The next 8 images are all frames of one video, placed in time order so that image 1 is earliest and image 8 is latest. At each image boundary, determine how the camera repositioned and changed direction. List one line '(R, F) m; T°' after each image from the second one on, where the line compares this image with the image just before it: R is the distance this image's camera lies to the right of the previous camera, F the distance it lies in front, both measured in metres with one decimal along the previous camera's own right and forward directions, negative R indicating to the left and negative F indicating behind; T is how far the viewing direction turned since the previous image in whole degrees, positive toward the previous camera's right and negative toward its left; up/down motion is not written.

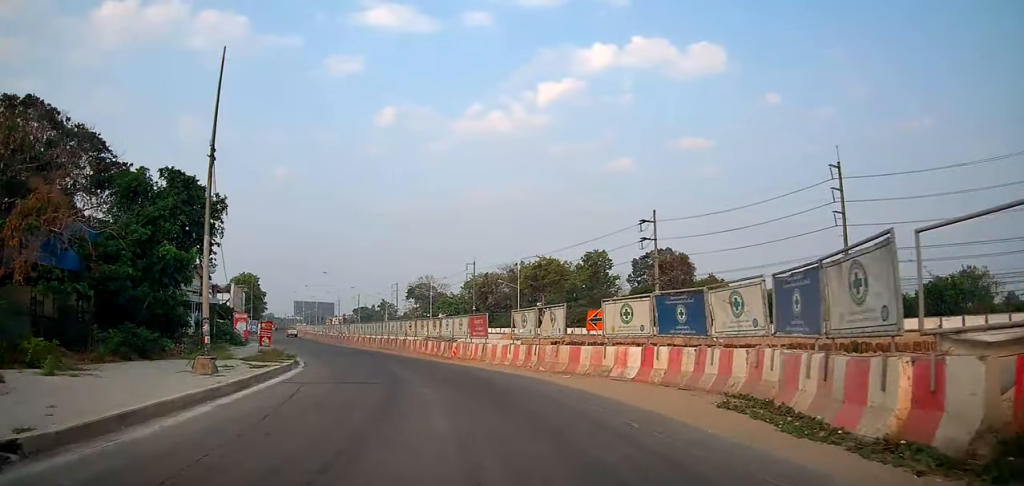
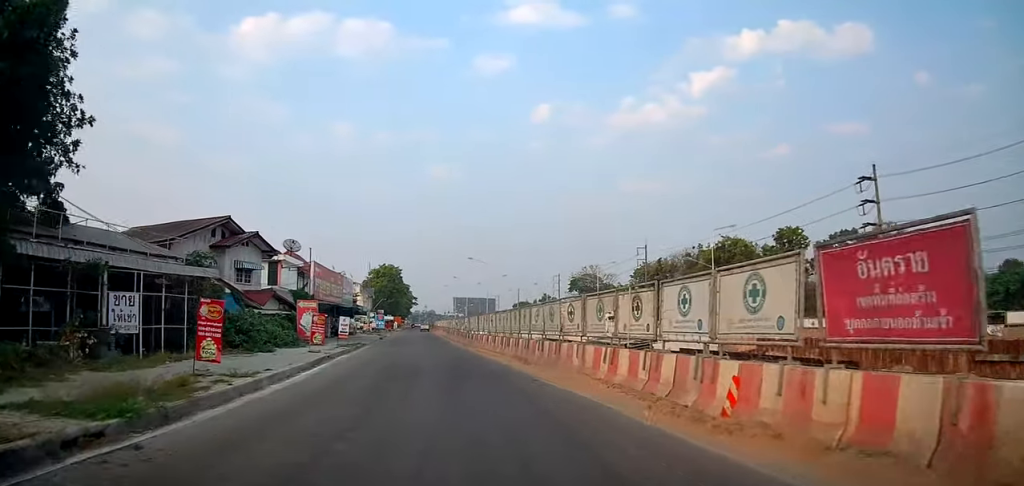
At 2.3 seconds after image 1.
(-2.4, +19.2) m; -14°
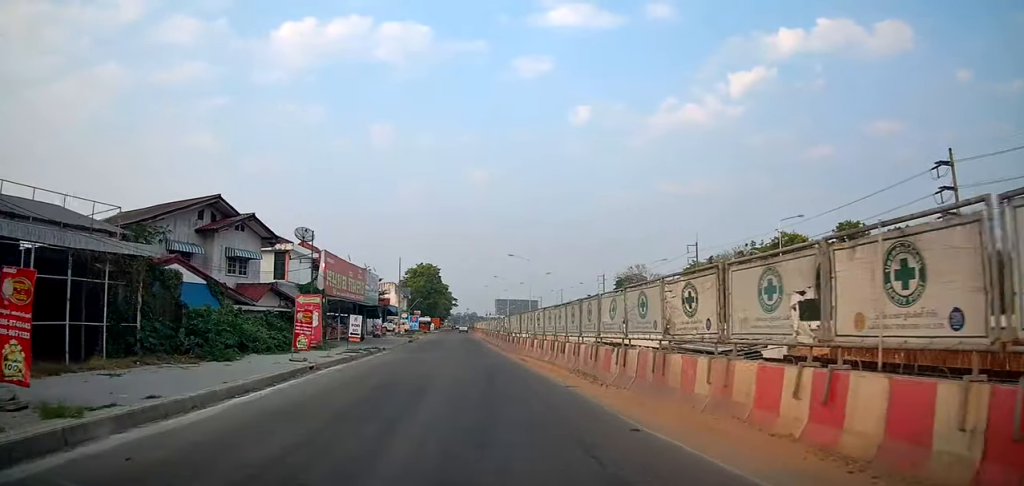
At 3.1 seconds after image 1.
(-0.6, +6.9) m; -4°
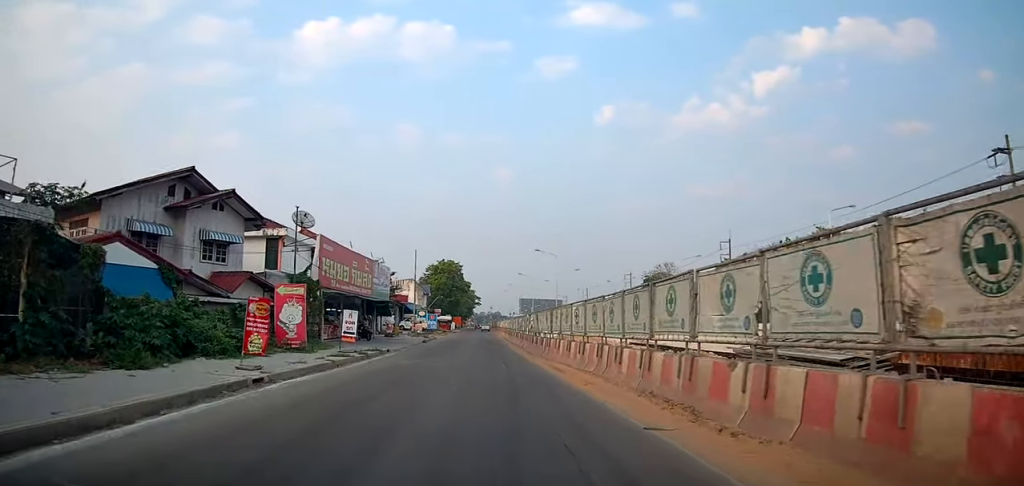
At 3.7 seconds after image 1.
(+0.1, +5.6) m; -1°
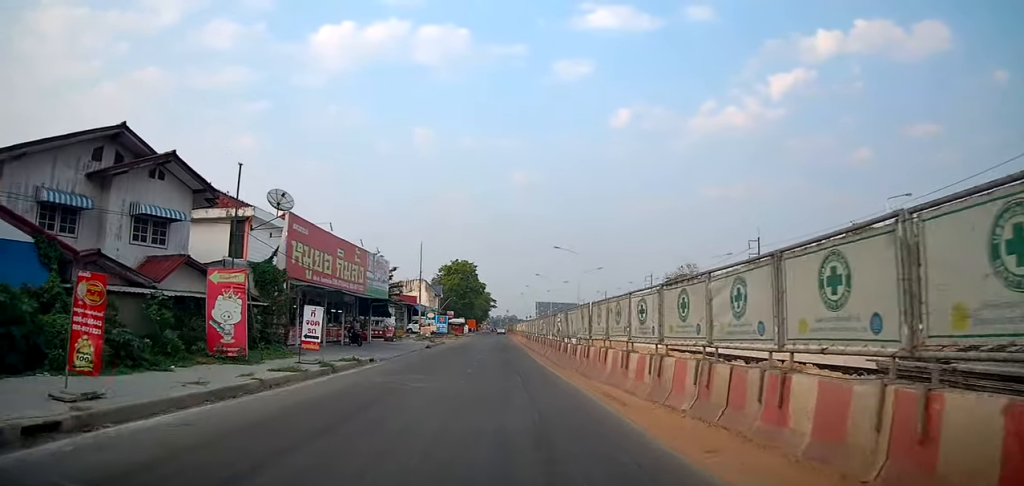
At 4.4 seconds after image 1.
(-0.1, +6.8) m; -2°
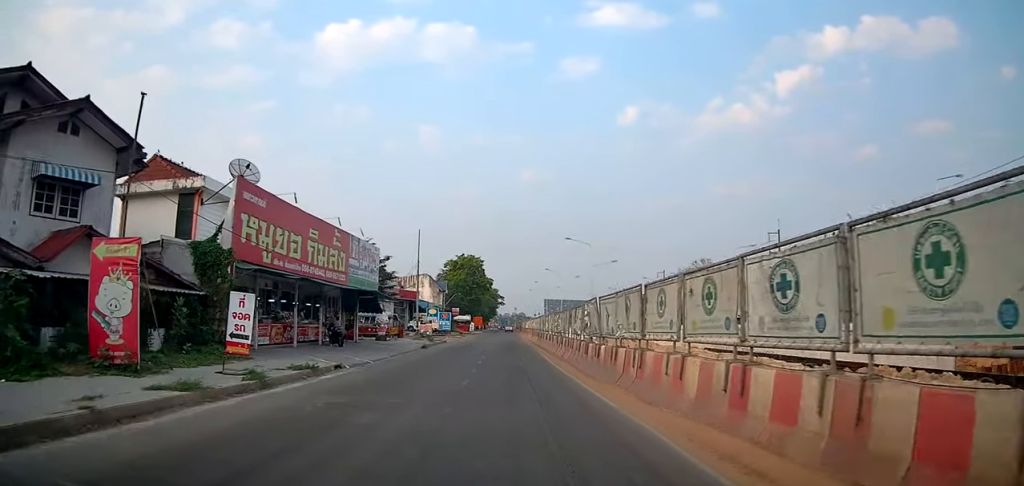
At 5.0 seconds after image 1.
(-0.2, +5.6) m; -3°
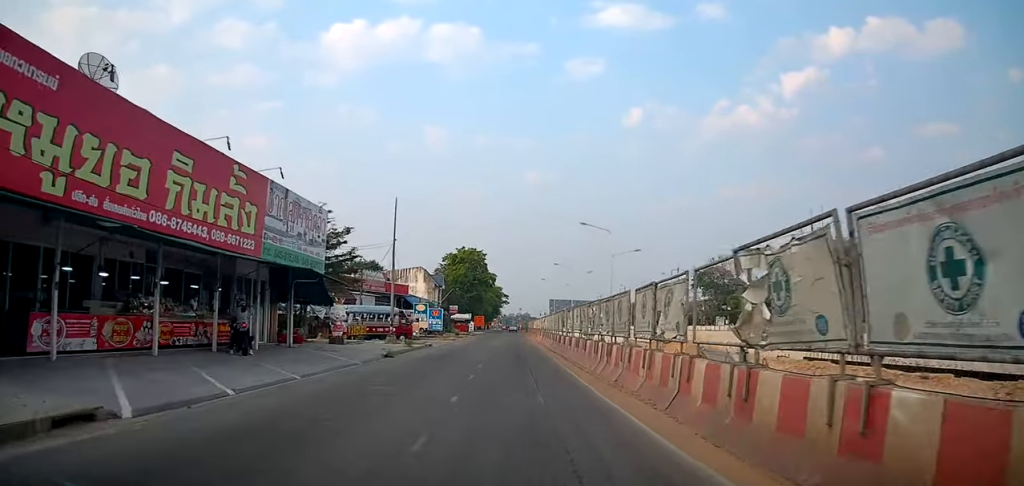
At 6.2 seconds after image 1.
(-0.2, +11.1) m; +2°
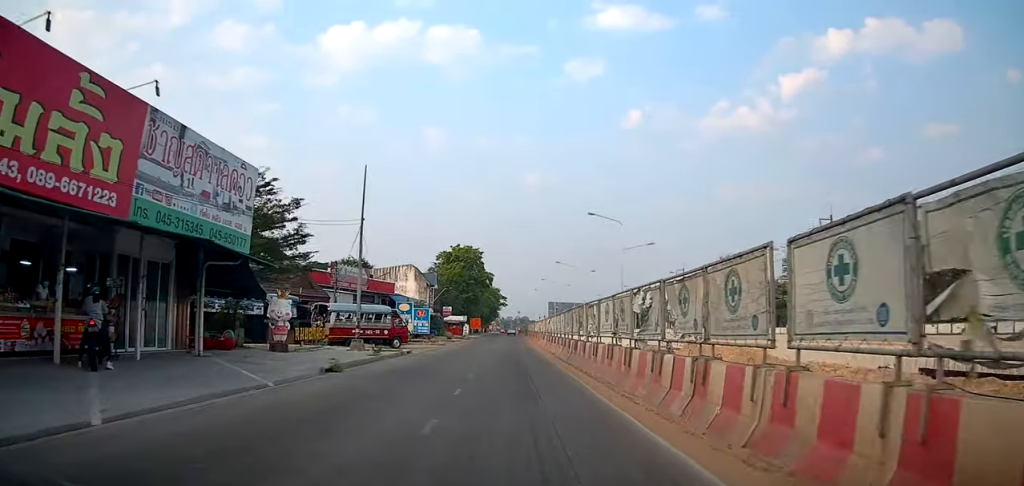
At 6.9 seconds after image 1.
(+0.4, +7.0) m; 0°
